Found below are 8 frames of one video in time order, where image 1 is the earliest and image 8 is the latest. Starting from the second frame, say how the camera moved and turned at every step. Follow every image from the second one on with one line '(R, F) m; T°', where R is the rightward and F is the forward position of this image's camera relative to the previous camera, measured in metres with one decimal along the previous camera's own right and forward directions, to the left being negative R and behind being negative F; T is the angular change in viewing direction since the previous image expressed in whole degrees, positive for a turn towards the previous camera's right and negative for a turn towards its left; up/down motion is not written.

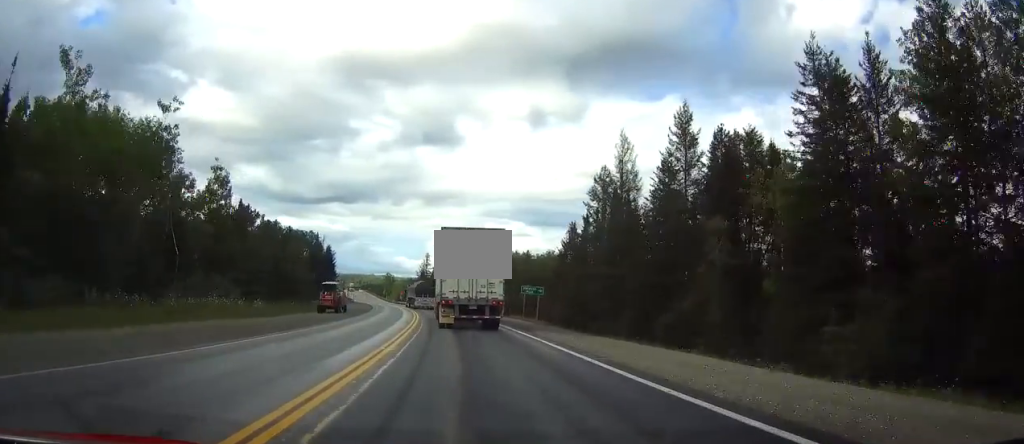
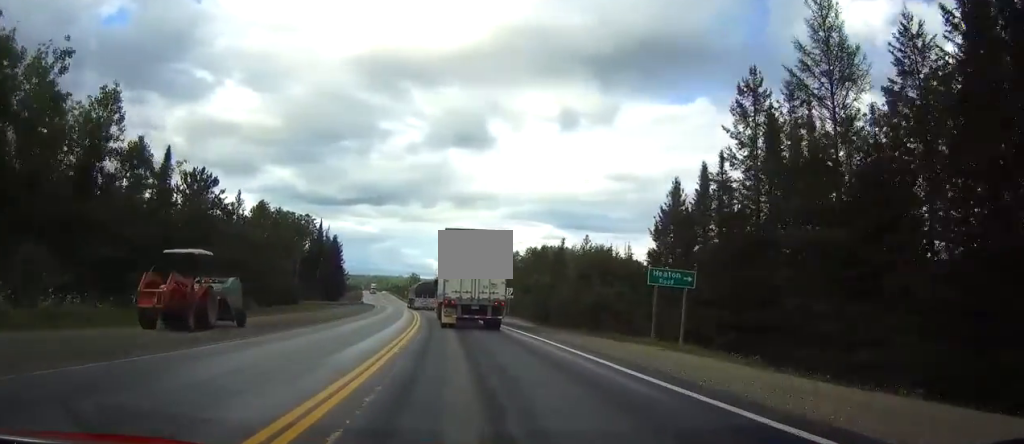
(0.0, +29.7) m; 0°
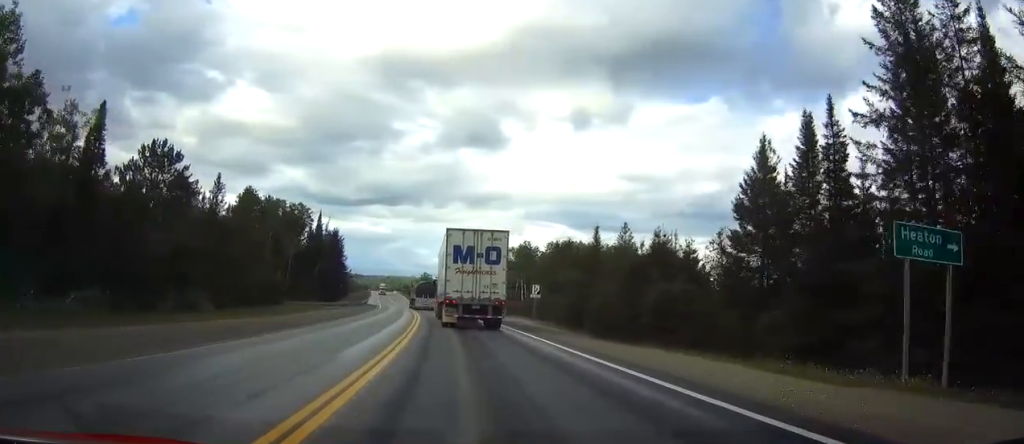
(0.0, +13.7) m; 0°
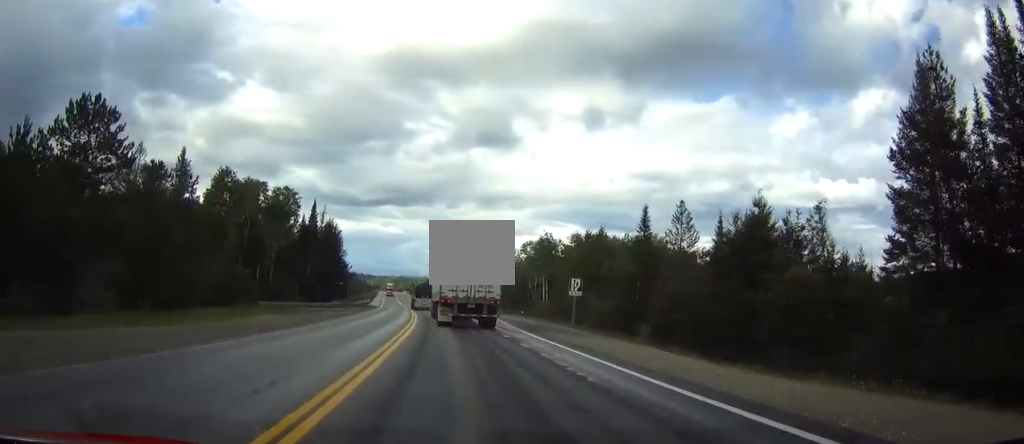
(0.0, +15.2) m; 0°
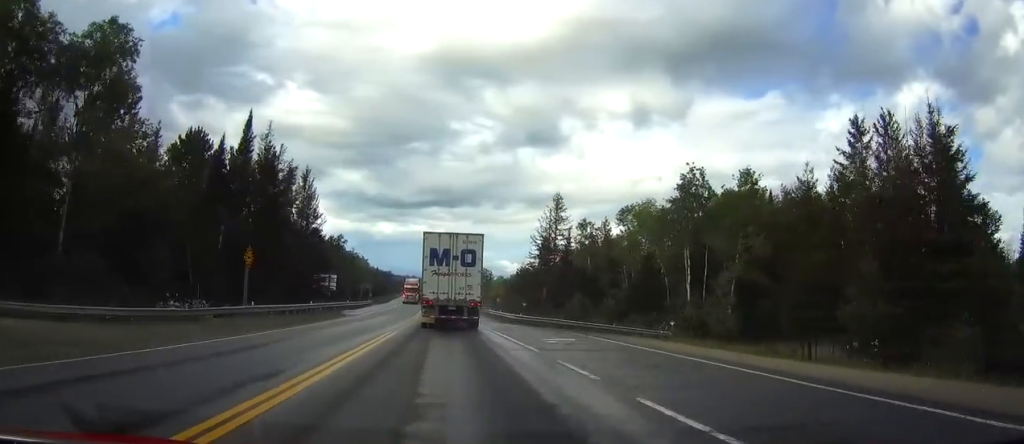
(0.0, +55.2) m; 0°
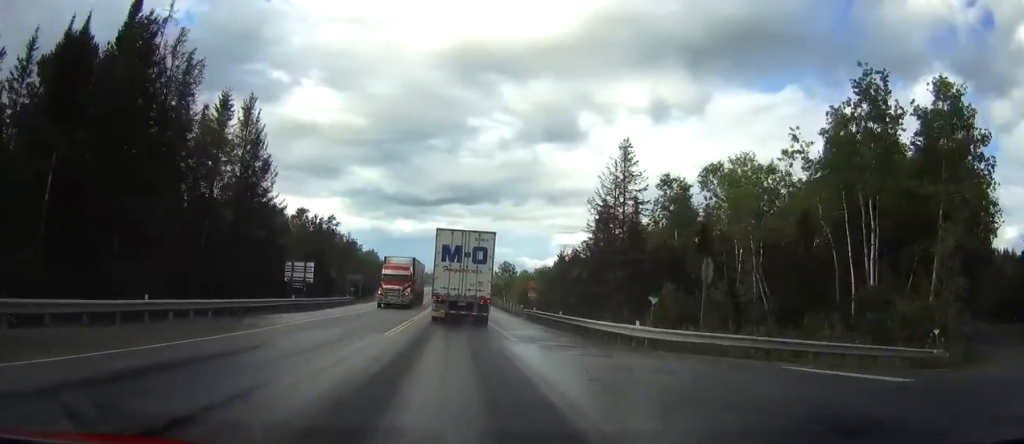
(0.0, +26.4) m; 0°
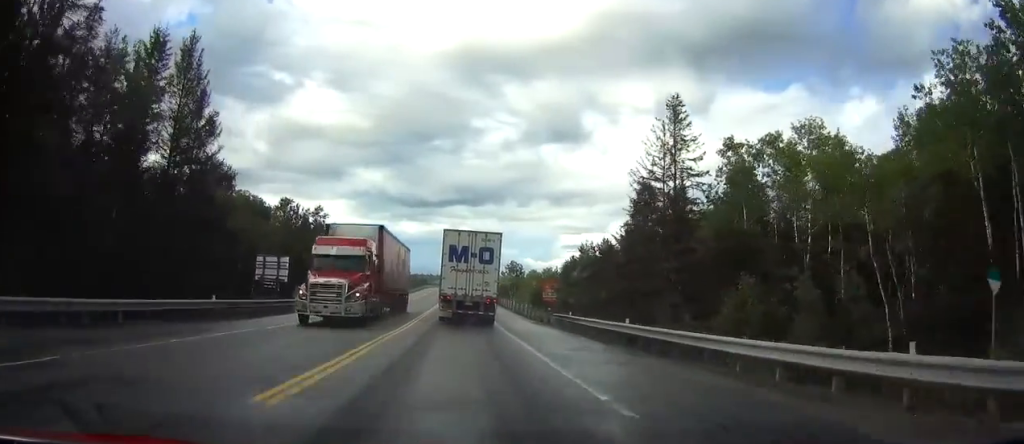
(0.0, +12.8) m; 0°
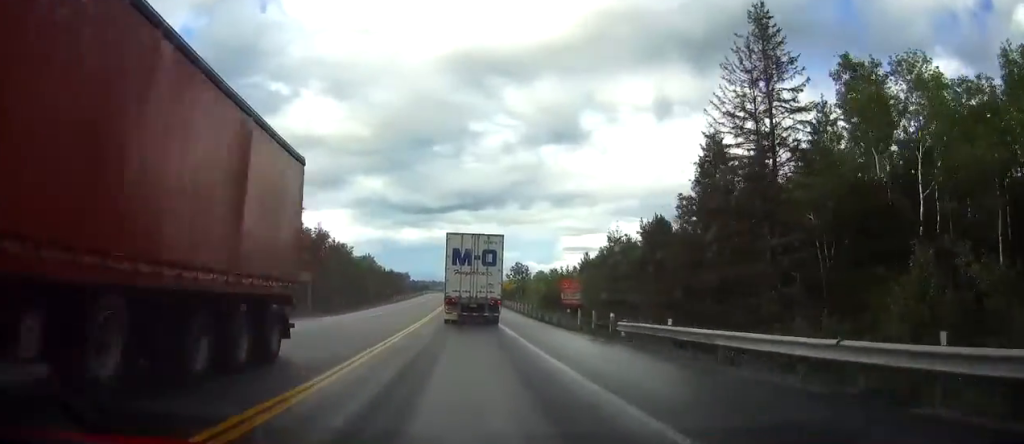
(0.0, +15.0) m; 0°
